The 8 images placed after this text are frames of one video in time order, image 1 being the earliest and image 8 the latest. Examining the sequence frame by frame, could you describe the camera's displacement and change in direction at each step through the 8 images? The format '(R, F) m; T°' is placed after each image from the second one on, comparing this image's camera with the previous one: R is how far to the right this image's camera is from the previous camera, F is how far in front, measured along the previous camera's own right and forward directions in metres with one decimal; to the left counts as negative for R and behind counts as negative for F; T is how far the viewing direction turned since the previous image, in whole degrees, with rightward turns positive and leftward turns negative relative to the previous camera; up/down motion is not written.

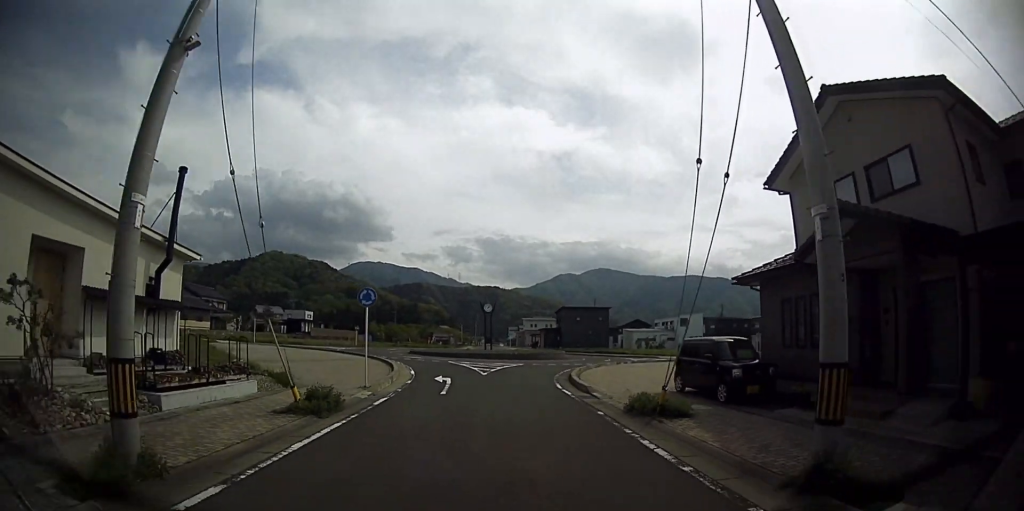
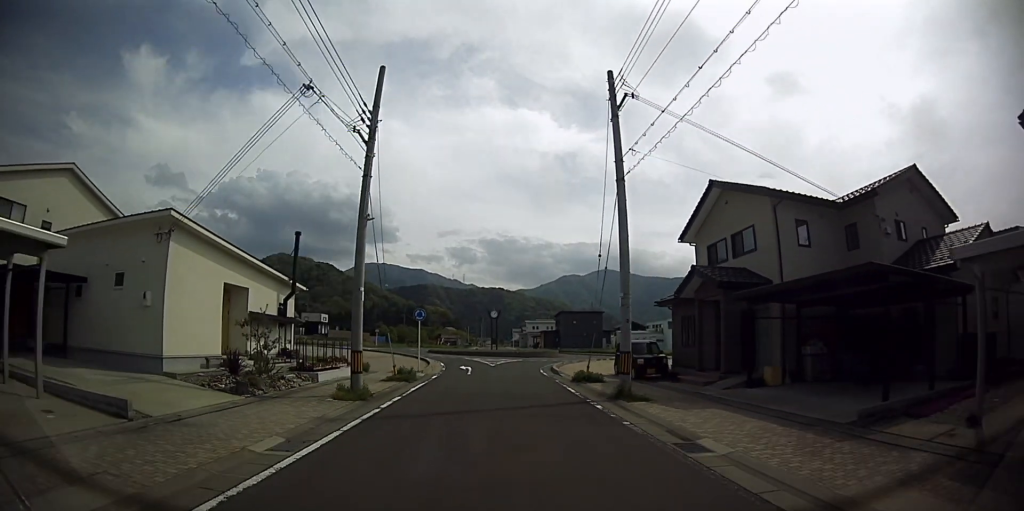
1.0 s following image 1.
(+0.9, +7.6) m; +7°
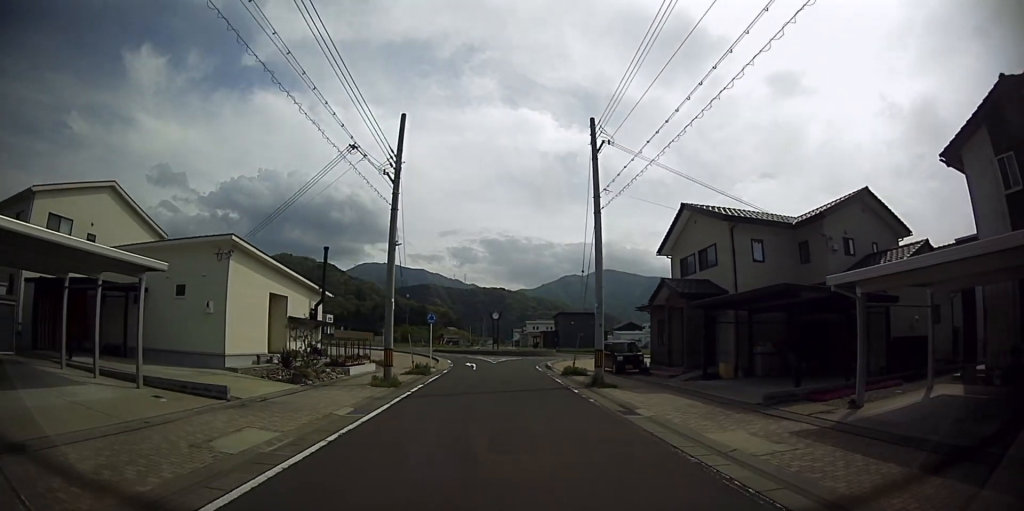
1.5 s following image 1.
(0.0, +3.5) m; 0°
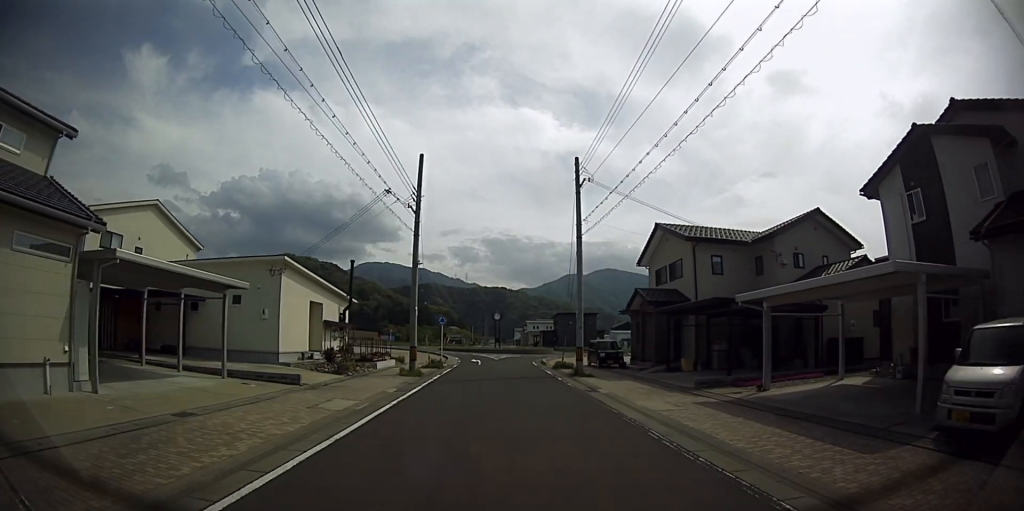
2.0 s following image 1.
(0.0, +3.8) m; -4°
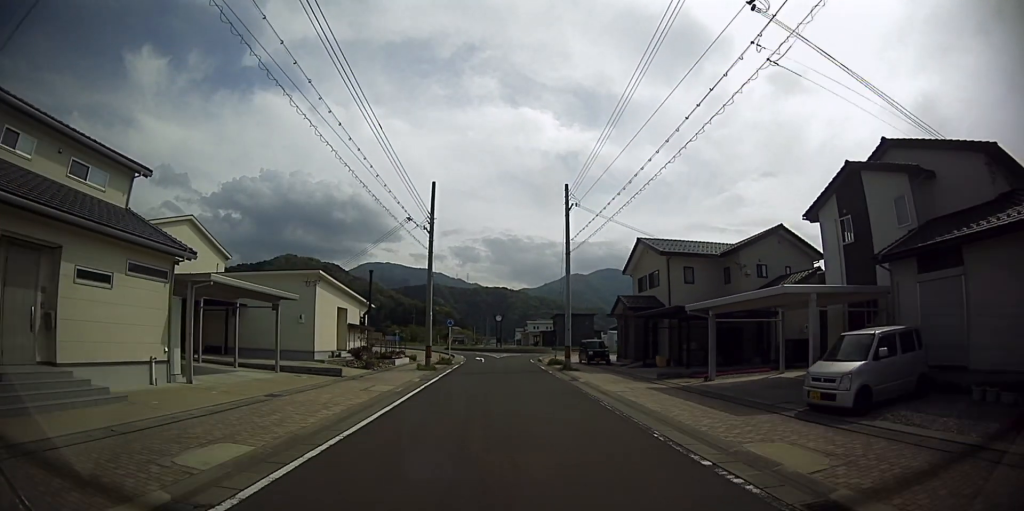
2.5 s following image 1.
(+0.2, +3.5) m; -5°
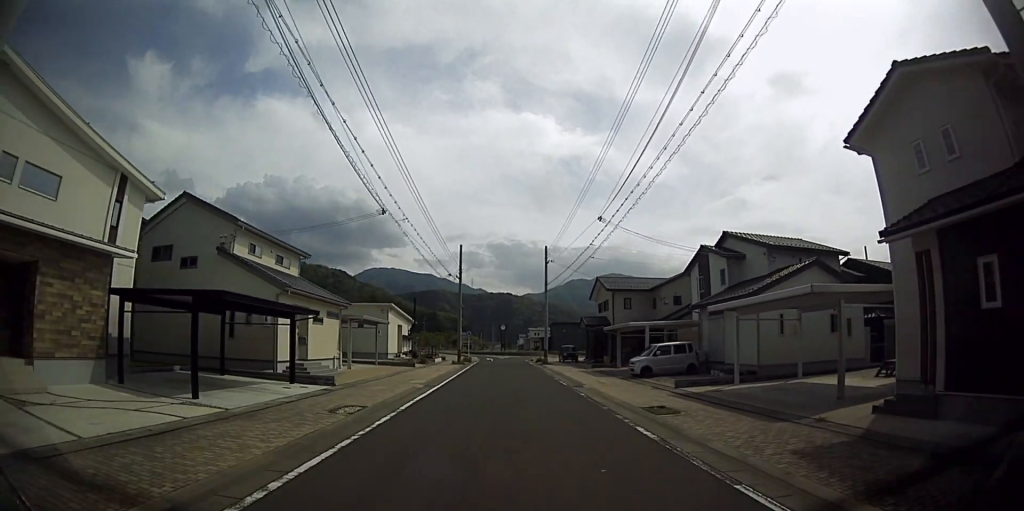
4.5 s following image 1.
(-0.5, +12.6) m; +7°
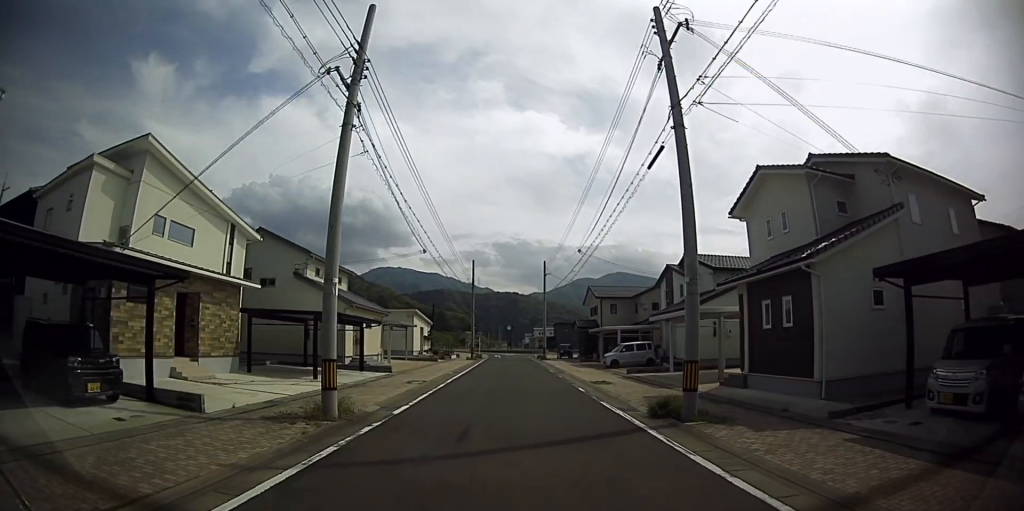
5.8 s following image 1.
(+0.1, +7.4) m; -6°
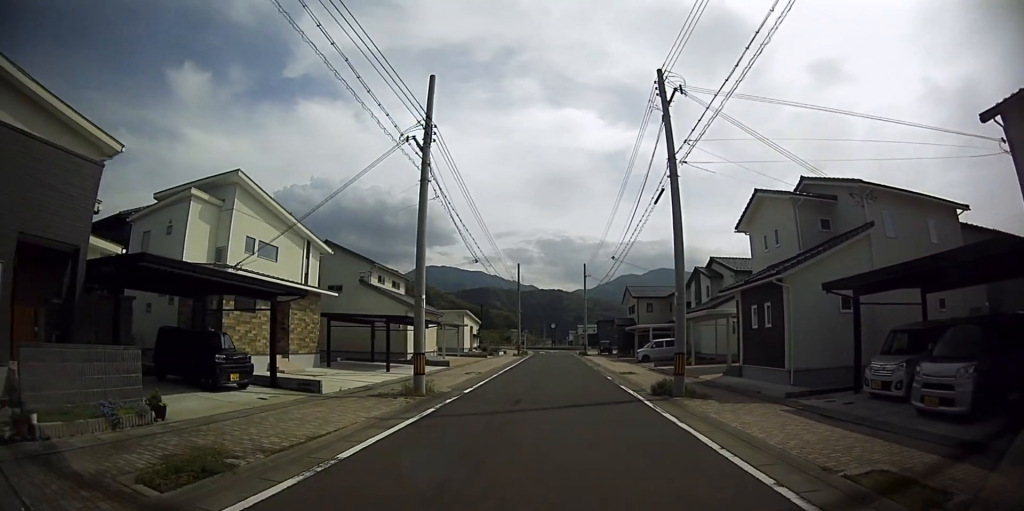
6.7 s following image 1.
(-0.5, +4.5) m; -7°
